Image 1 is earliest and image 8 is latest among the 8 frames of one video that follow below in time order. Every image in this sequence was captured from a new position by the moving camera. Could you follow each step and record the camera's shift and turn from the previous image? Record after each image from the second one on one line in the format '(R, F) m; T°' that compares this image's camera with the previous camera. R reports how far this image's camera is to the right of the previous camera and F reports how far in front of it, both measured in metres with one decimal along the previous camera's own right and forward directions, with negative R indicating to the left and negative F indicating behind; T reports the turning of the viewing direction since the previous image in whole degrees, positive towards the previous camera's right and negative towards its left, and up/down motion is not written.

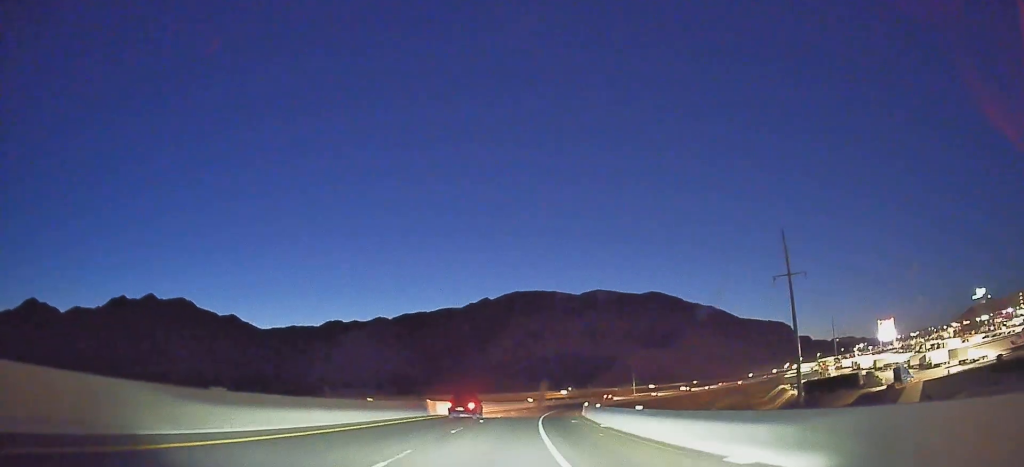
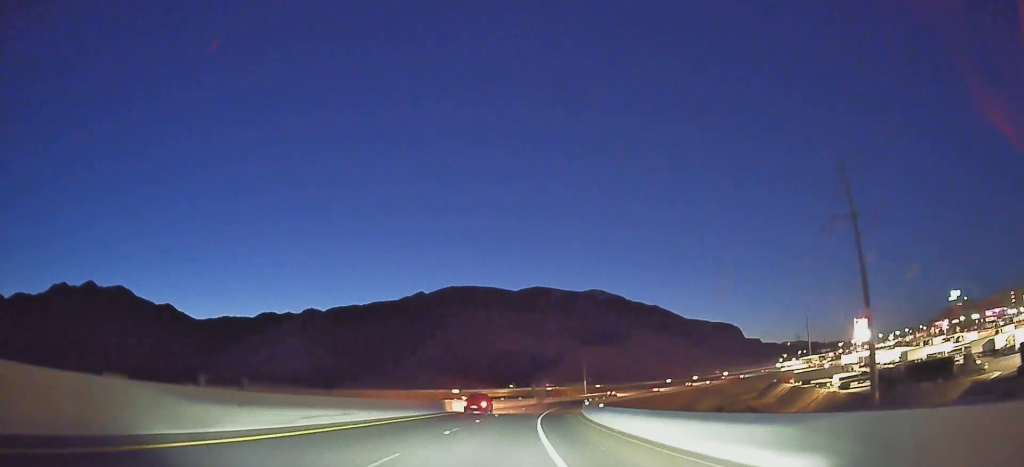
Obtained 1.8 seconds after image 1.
(+1.3, +48.9) m; +7°
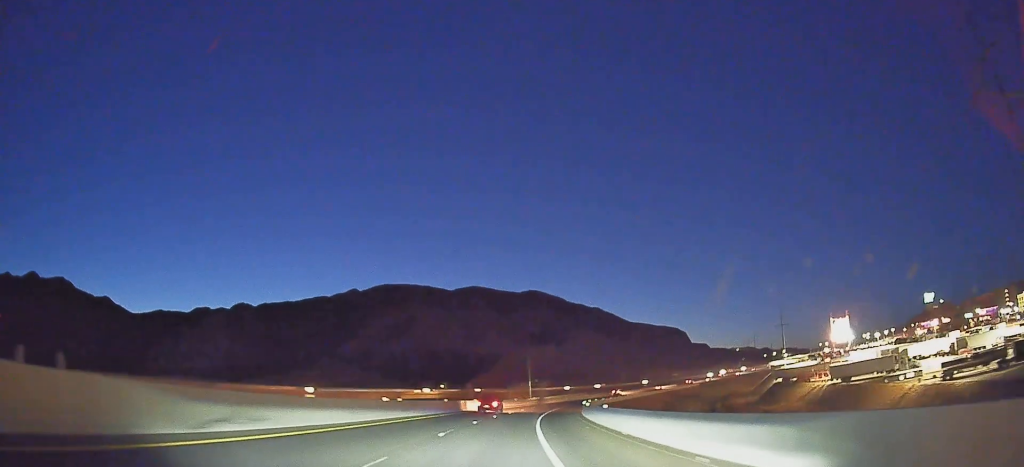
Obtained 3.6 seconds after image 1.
(+4.7, +48.7) m; +7°
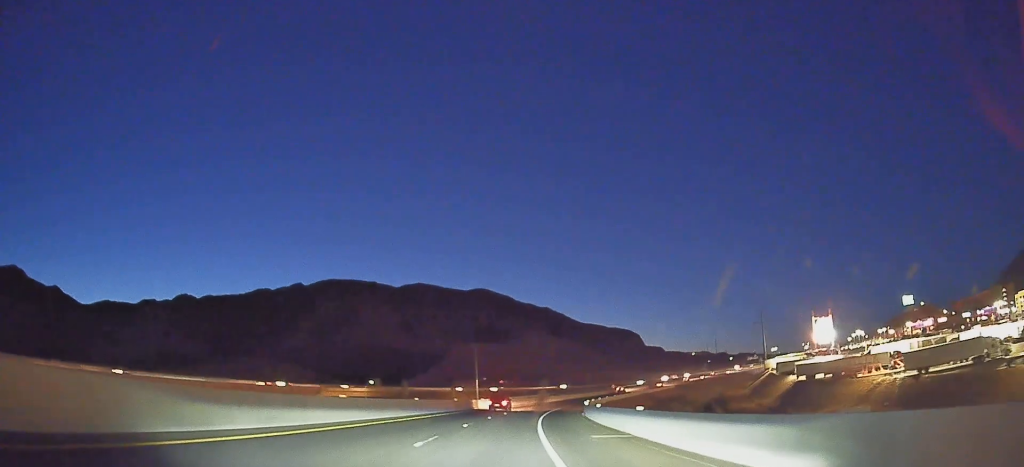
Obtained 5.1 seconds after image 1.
(+1.2, +40.9) m; +6°
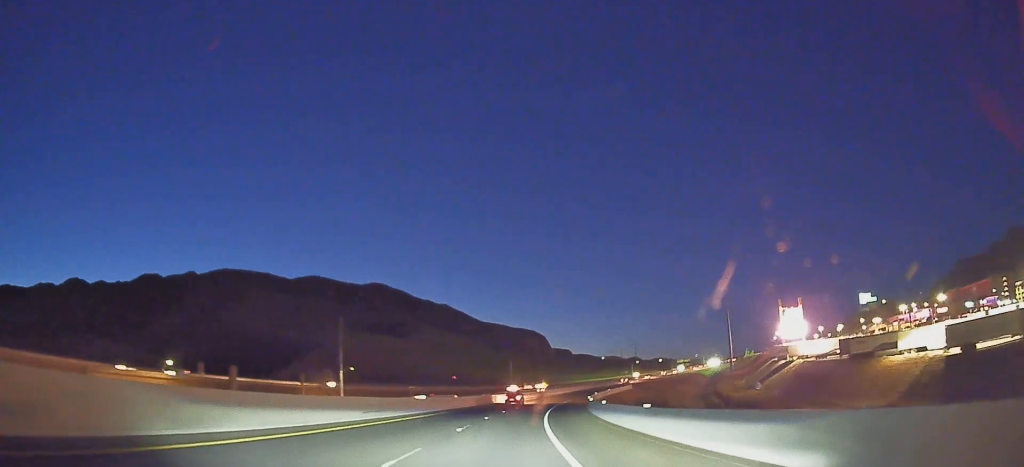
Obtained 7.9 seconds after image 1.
(+6.0, +77.4) m; +11°
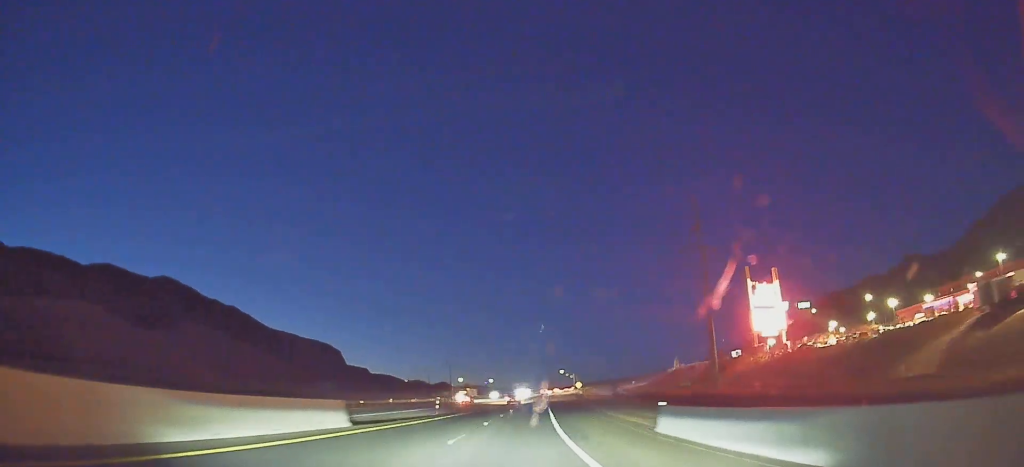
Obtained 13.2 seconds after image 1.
(+27.9, +149.9) m; +17°
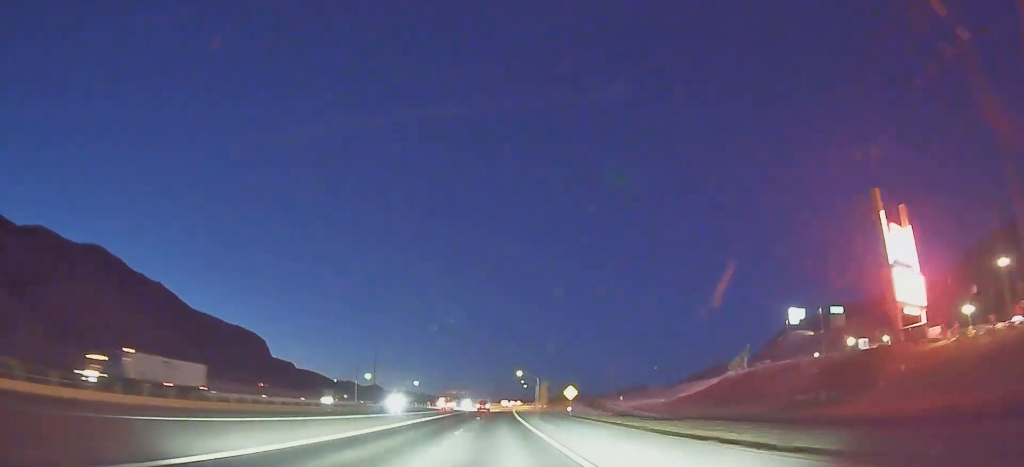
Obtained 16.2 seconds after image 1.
(+5.1, +89.2) m; +5°
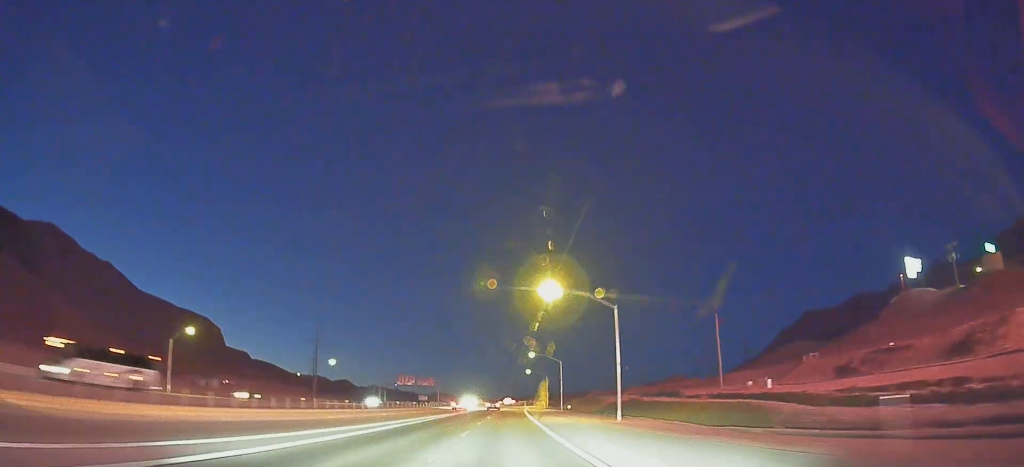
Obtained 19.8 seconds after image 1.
(+2.8, +108.6) m; +3°
